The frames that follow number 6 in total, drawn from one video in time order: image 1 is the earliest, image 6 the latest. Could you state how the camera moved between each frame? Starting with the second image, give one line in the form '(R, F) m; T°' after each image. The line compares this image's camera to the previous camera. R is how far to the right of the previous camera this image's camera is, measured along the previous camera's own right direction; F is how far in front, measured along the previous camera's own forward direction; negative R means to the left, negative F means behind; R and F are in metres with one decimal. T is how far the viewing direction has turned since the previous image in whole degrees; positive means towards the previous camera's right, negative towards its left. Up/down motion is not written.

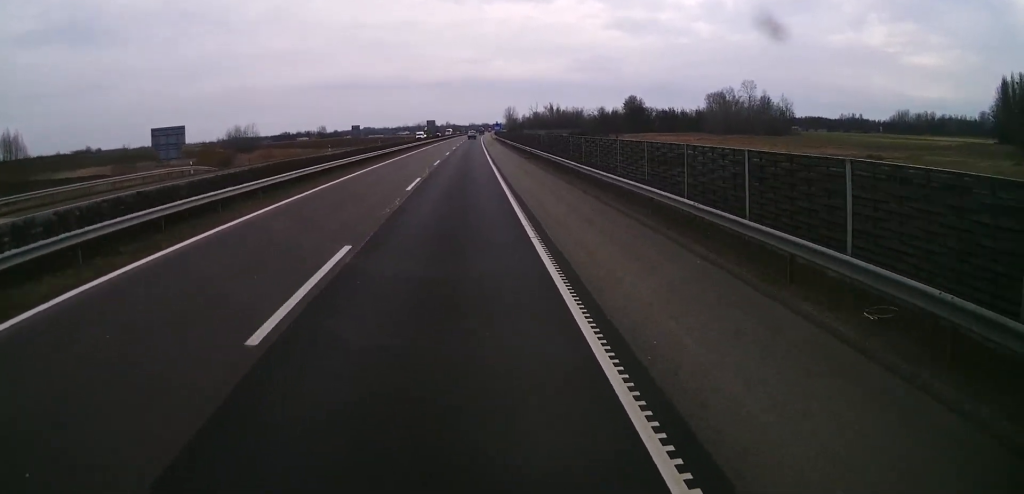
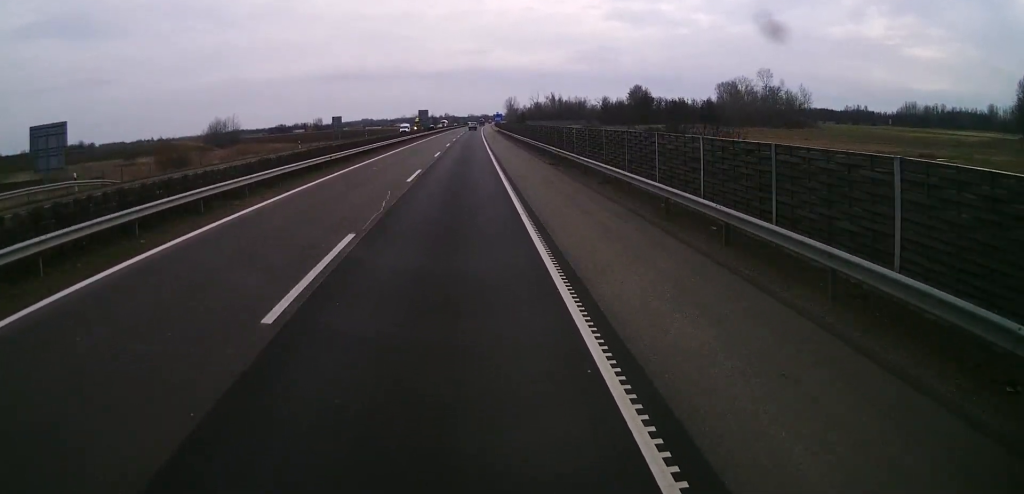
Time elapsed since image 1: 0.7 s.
(0.0, +14.8) m; 0°
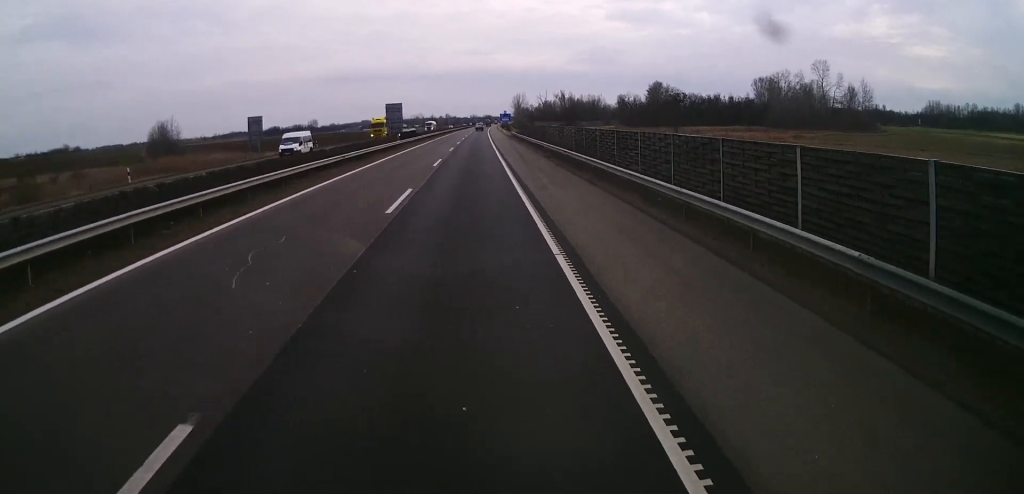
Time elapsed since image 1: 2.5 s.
(-0.2, +41.9) m; 0°
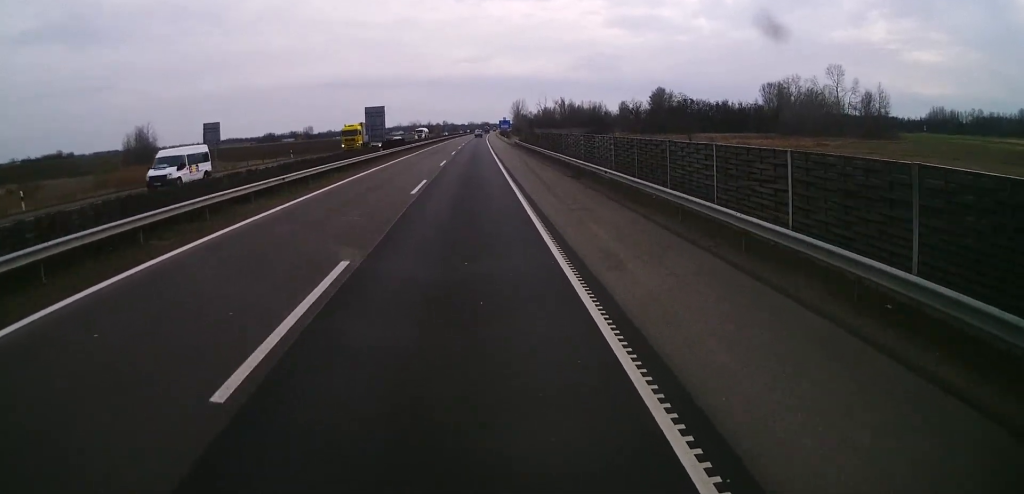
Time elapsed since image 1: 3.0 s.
(0.0, +12.3) m; 0°
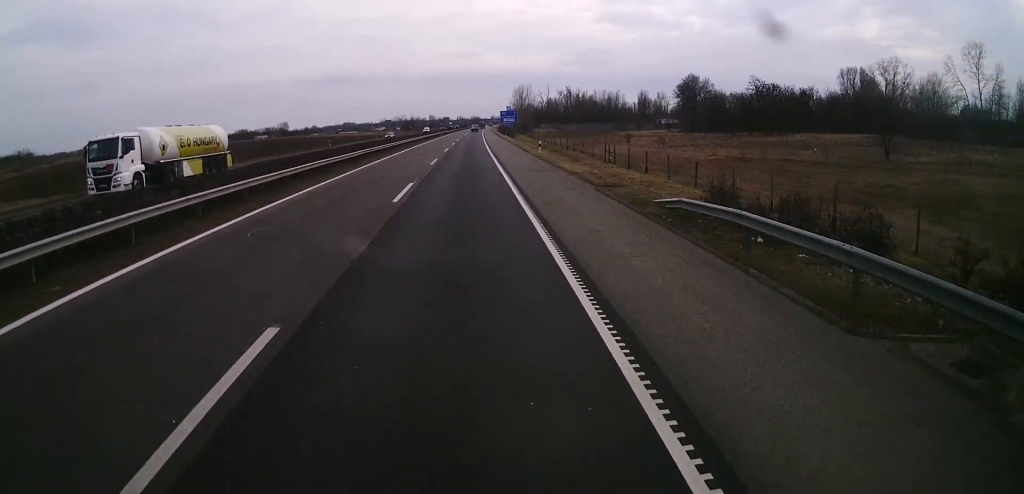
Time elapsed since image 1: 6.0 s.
(+0.4, +85.1) m; +1°
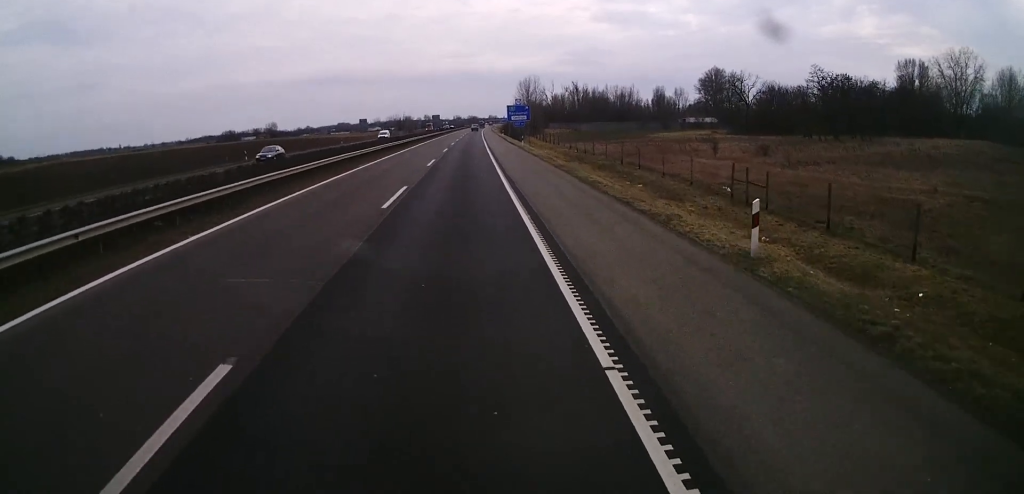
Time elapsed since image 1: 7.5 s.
(+0.2, +40.0) m; +1°
